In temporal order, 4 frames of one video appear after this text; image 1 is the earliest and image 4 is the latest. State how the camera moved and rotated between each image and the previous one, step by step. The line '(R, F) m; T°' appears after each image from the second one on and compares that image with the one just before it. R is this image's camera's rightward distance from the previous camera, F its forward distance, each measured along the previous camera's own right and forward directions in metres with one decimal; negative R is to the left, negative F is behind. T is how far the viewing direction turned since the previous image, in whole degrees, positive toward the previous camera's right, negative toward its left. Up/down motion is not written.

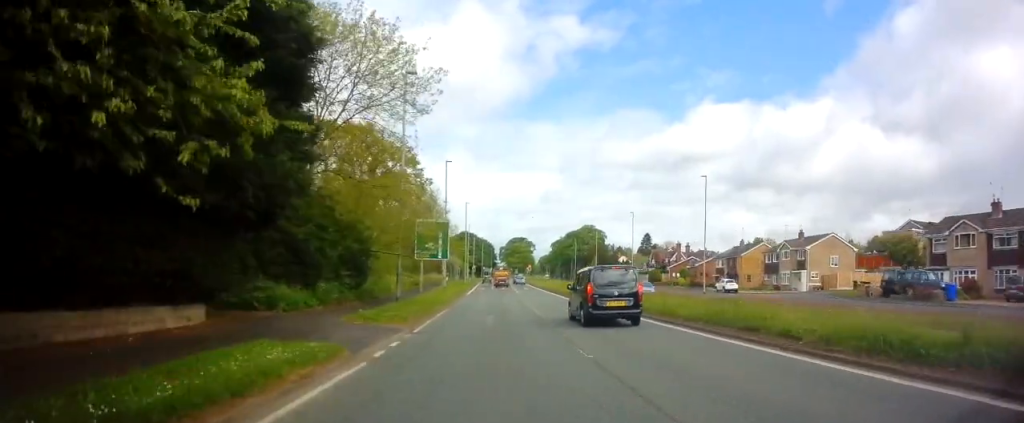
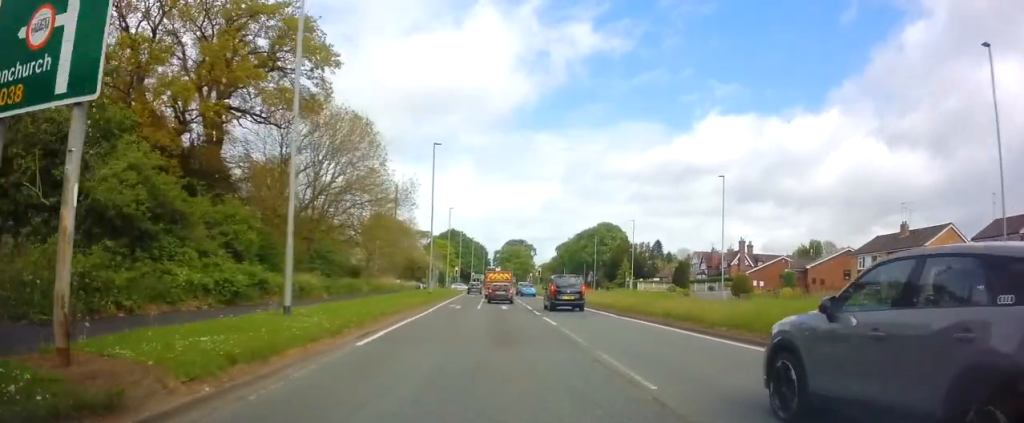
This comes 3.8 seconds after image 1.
(+0.4, +41.5) m; +1°
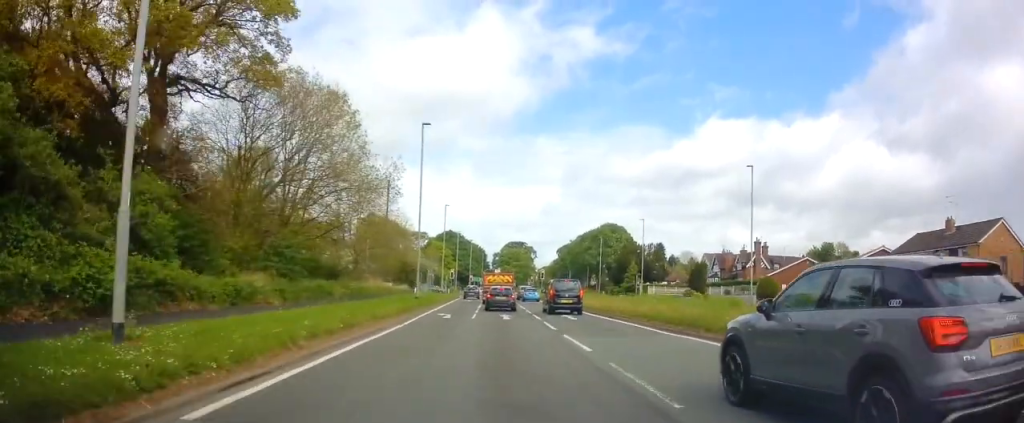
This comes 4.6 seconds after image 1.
(0.0, +7.0) m; 0°
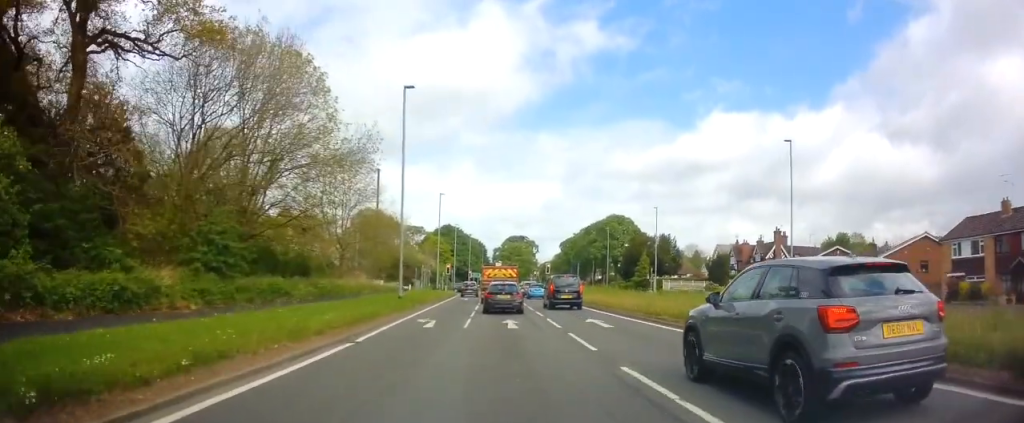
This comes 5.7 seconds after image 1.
(-0.1, +7.4) m; 0°
